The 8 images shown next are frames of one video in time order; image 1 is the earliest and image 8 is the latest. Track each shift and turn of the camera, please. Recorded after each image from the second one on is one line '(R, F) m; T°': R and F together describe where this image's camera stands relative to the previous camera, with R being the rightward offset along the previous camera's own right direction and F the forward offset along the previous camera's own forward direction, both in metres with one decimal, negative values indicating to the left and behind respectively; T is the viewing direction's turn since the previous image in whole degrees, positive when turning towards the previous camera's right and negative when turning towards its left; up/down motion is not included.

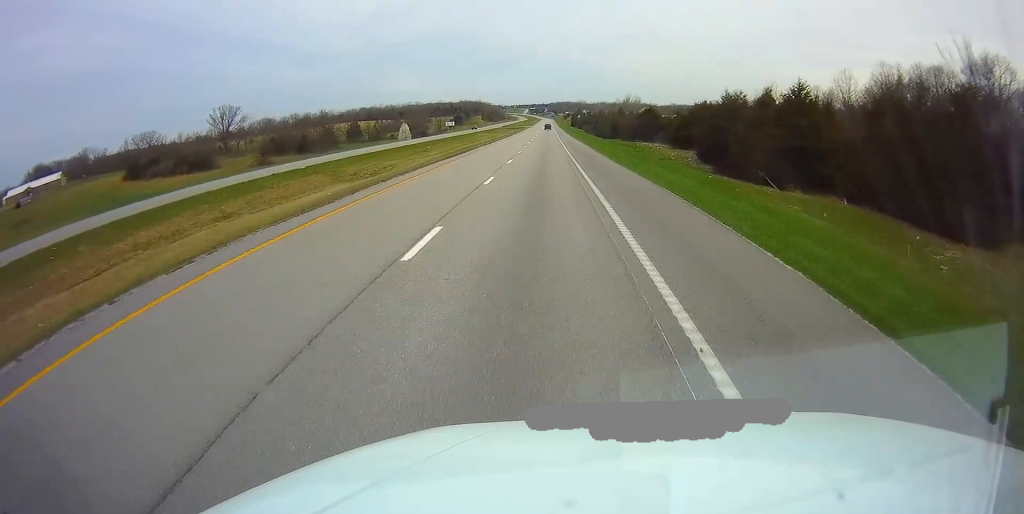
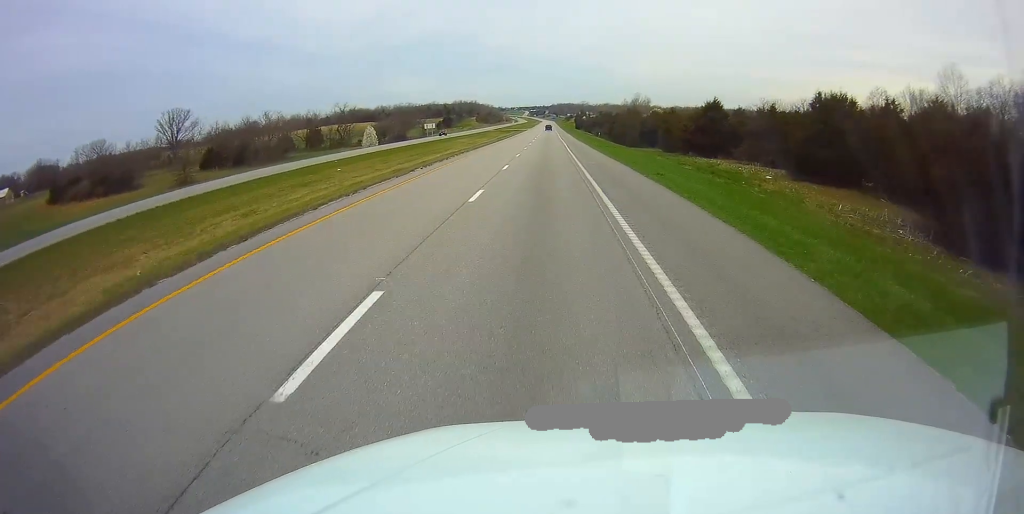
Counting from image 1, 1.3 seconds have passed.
(+0.3, +39.4) m; 0°
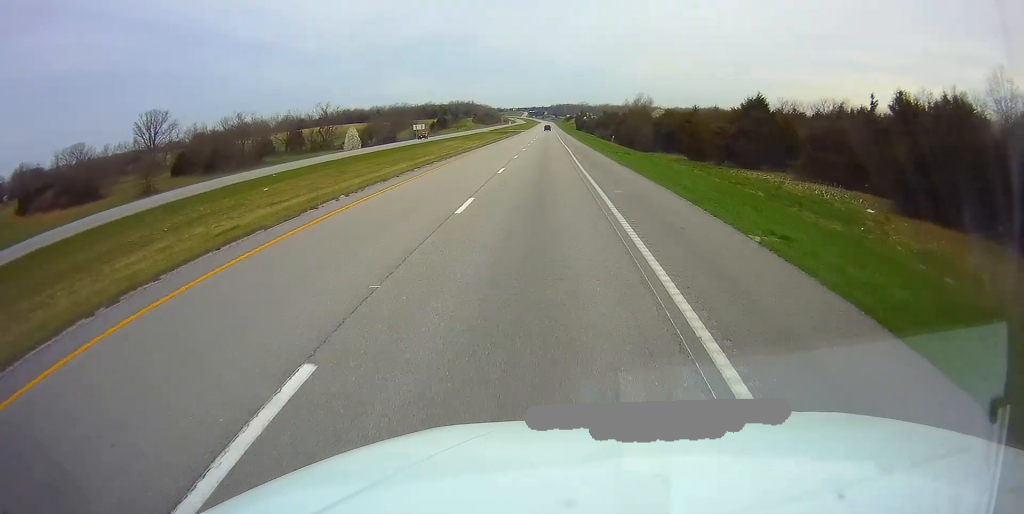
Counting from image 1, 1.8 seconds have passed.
(0.0, +13.5) m; 0°
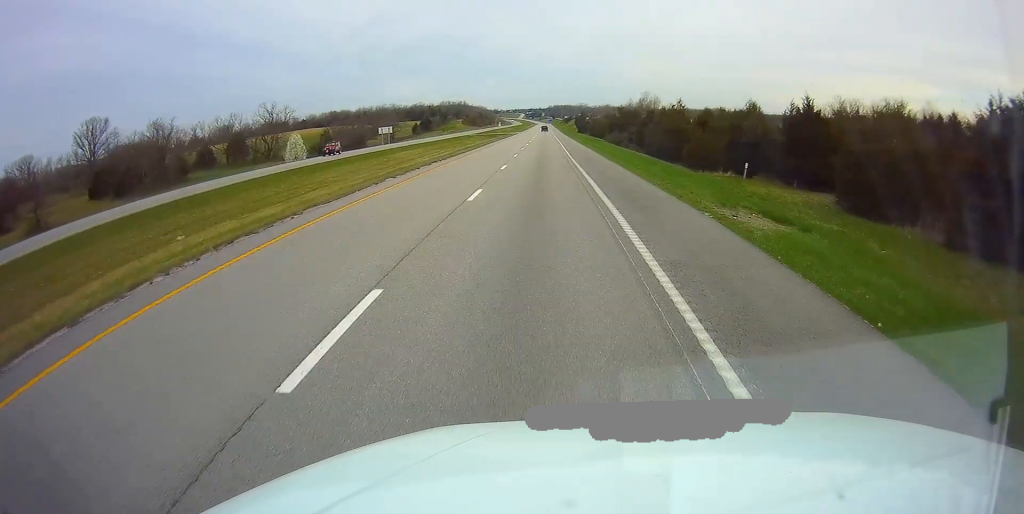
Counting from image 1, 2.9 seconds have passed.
(0.0, +30.2) m; 0°
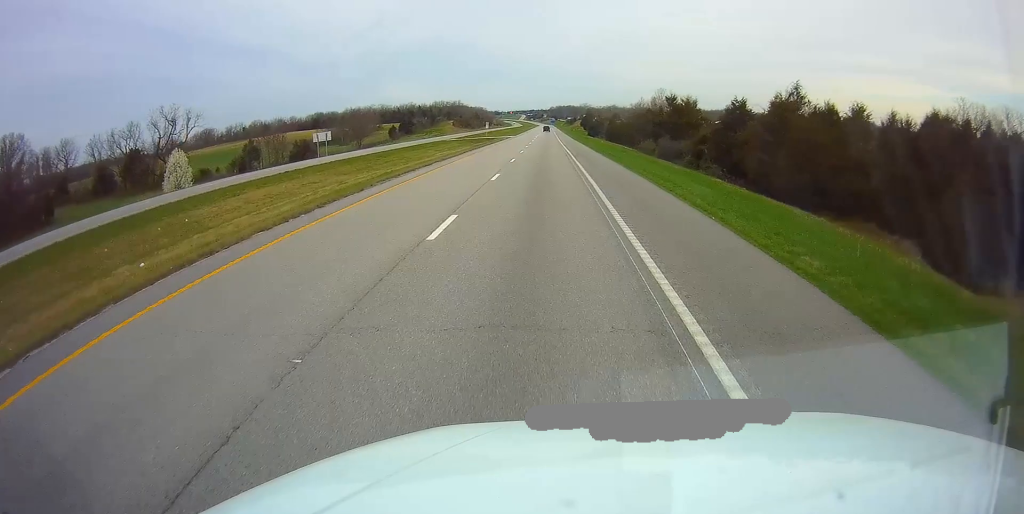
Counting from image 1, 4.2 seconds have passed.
(-0.1, +33.1) m; 0°
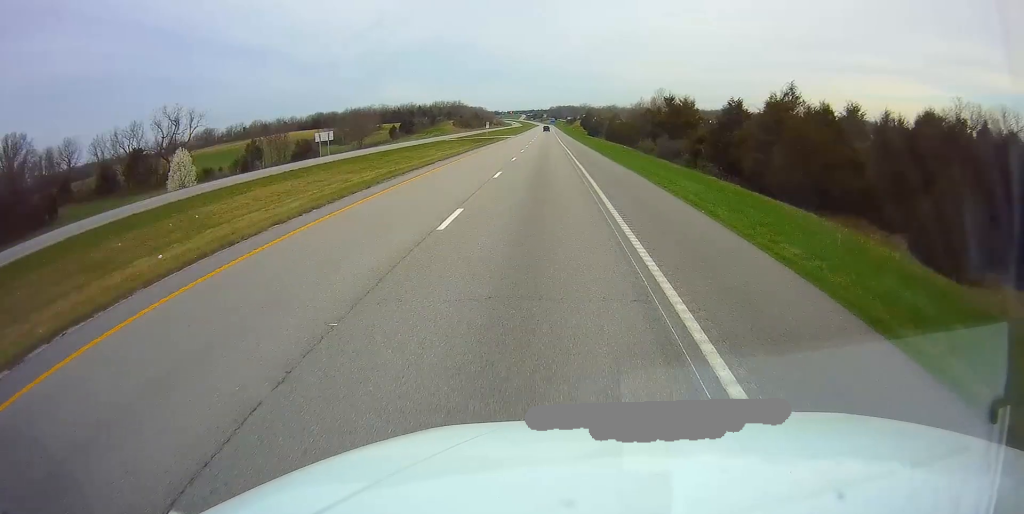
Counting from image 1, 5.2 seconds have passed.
(0.0, +24.7) m; 0°
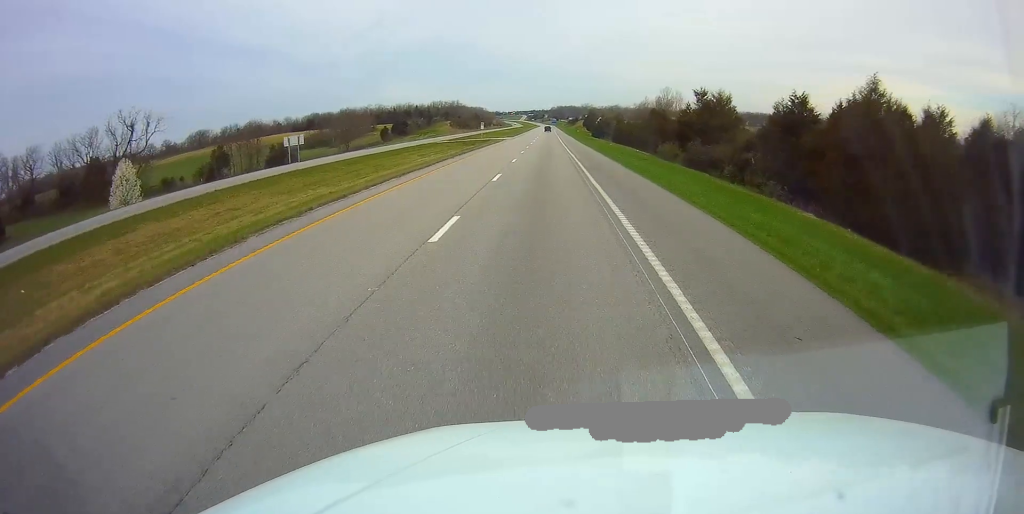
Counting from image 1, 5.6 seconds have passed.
(0.0, +11.8) m; 0°
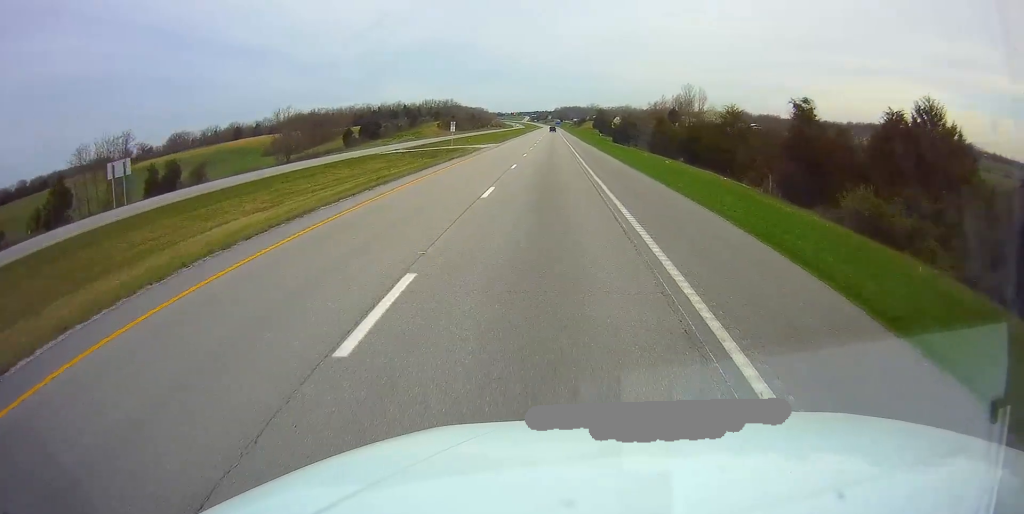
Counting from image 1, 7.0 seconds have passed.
(-0.1, +38.8) m; -1°
